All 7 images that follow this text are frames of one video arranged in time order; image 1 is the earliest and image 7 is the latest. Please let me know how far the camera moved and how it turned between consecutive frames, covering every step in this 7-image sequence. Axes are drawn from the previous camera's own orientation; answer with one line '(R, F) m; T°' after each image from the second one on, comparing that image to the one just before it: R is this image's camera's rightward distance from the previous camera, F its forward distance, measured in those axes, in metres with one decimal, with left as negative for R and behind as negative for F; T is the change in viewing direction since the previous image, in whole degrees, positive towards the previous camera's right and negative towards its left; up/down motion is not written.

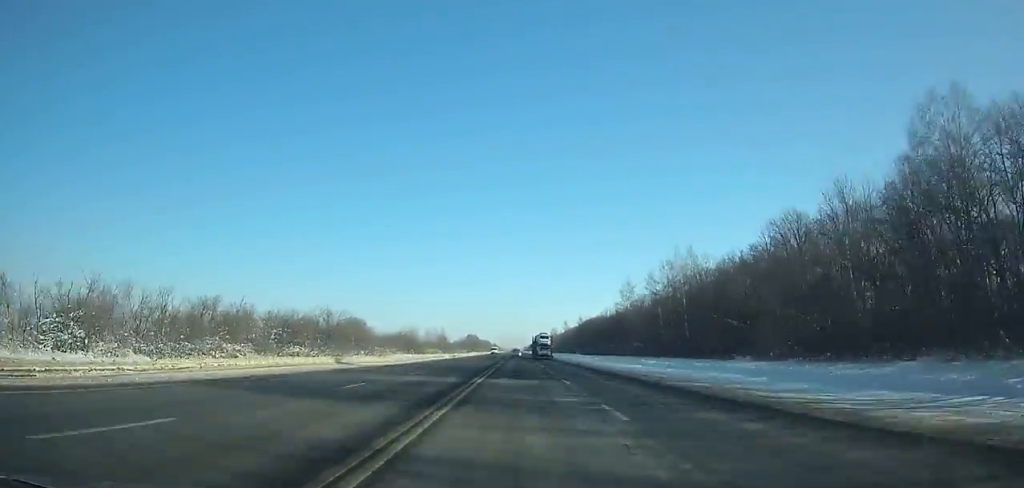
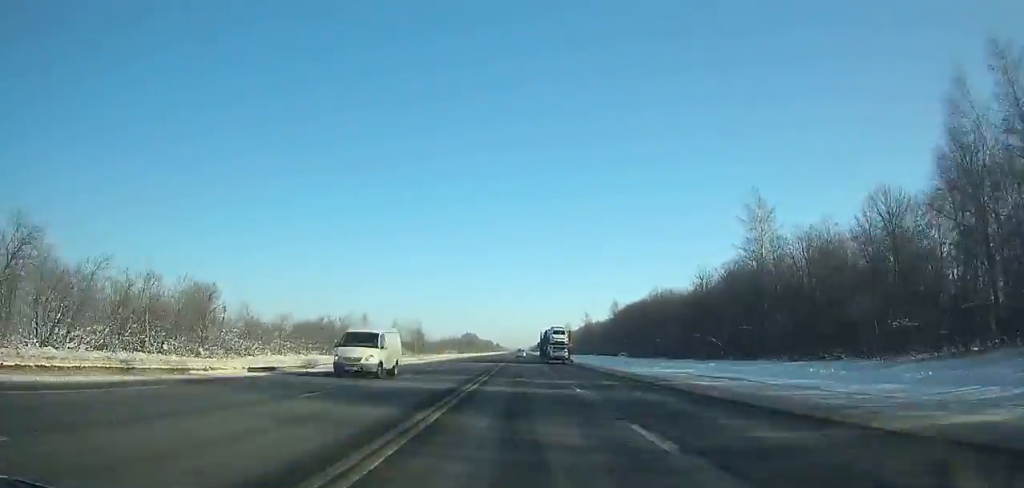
(+0.1, +85.9) m; 0°
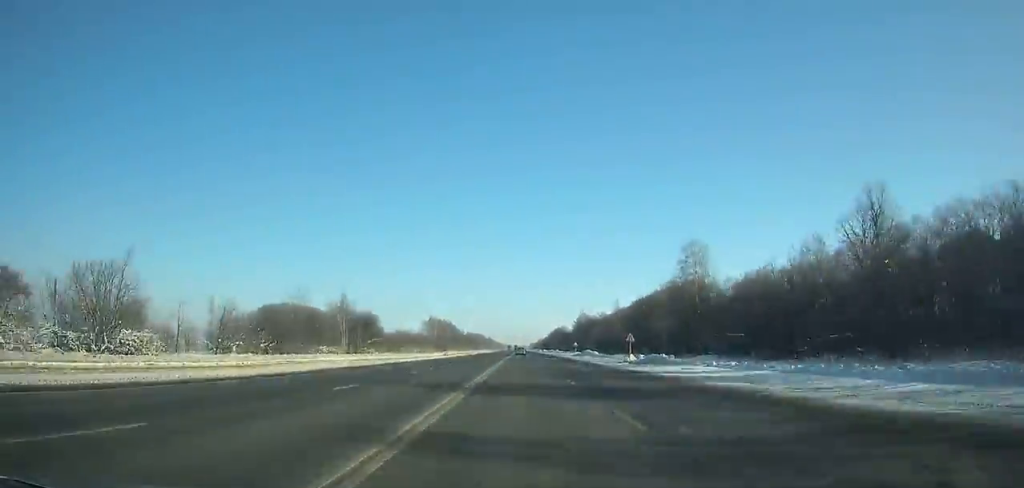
(-0.9, +264.9) m; 0°
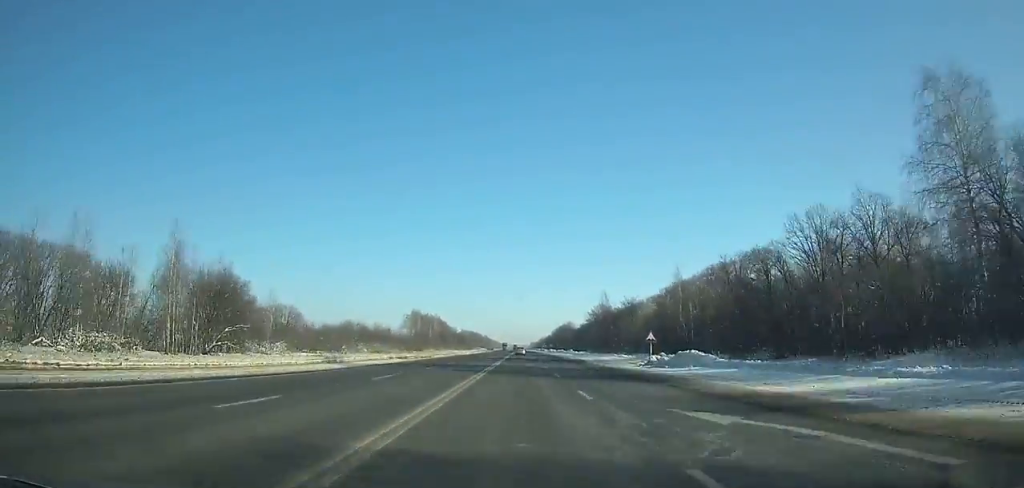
(0.0, +64.9) m; 0°
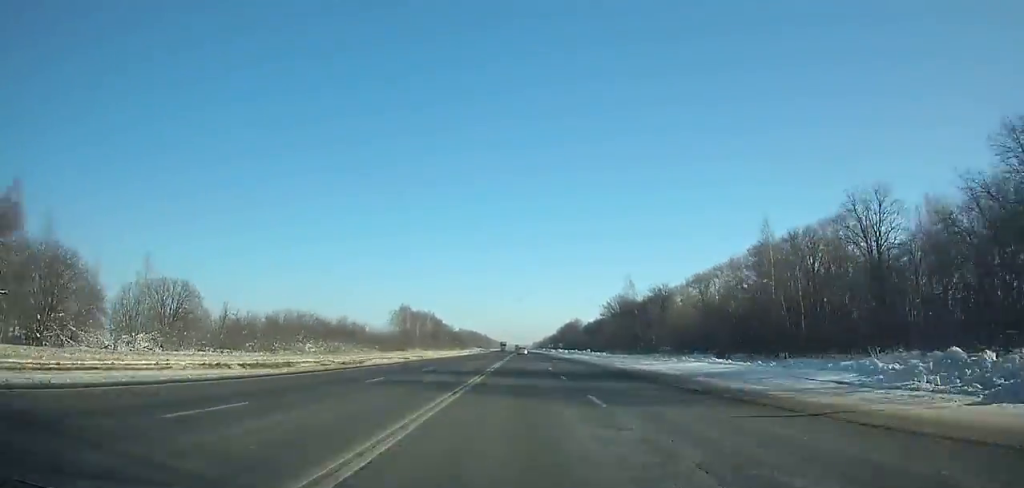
(0.0, +36.4) m; 0°
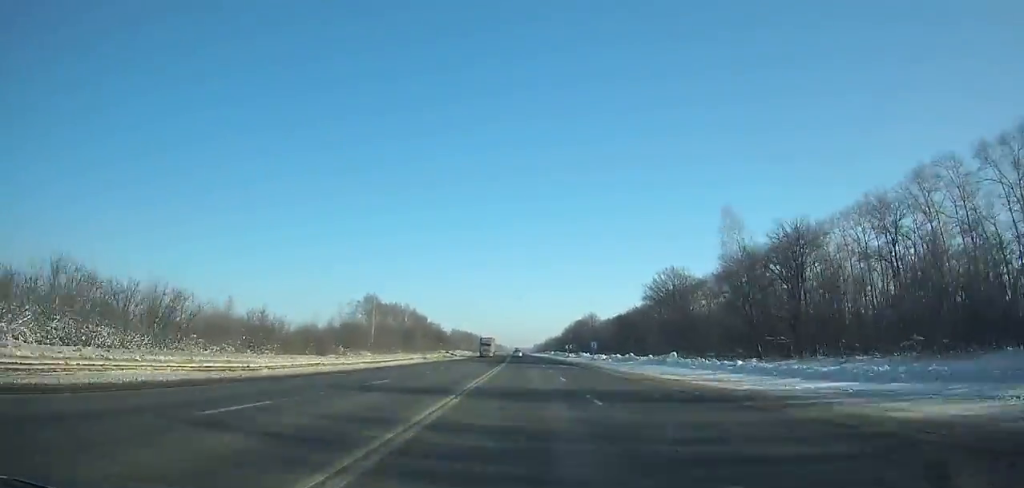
(-0.1, +71.0) m; 0°
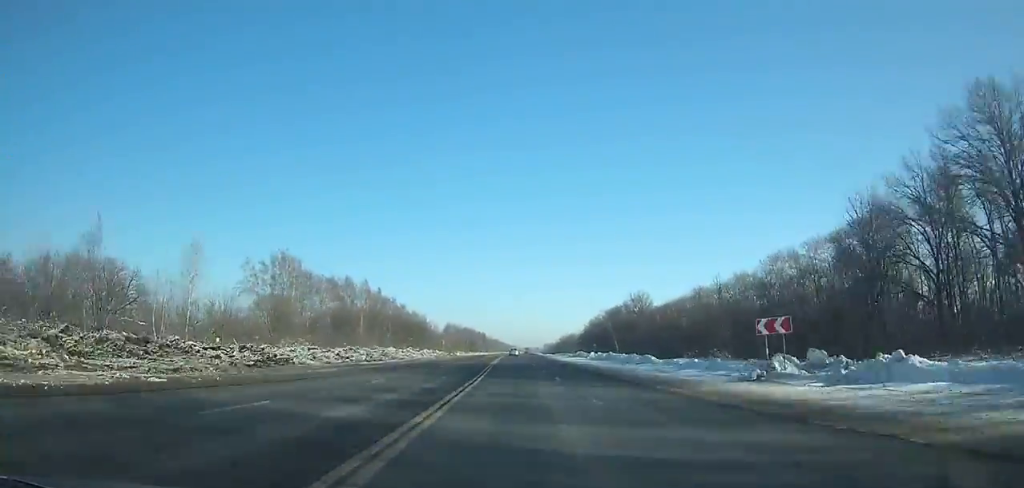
(-0.6, +94.2) m; -1°
